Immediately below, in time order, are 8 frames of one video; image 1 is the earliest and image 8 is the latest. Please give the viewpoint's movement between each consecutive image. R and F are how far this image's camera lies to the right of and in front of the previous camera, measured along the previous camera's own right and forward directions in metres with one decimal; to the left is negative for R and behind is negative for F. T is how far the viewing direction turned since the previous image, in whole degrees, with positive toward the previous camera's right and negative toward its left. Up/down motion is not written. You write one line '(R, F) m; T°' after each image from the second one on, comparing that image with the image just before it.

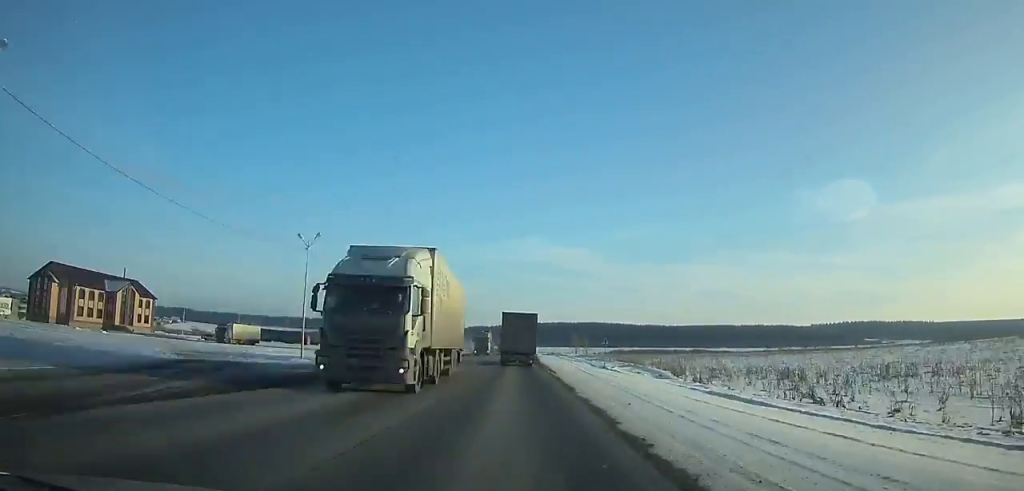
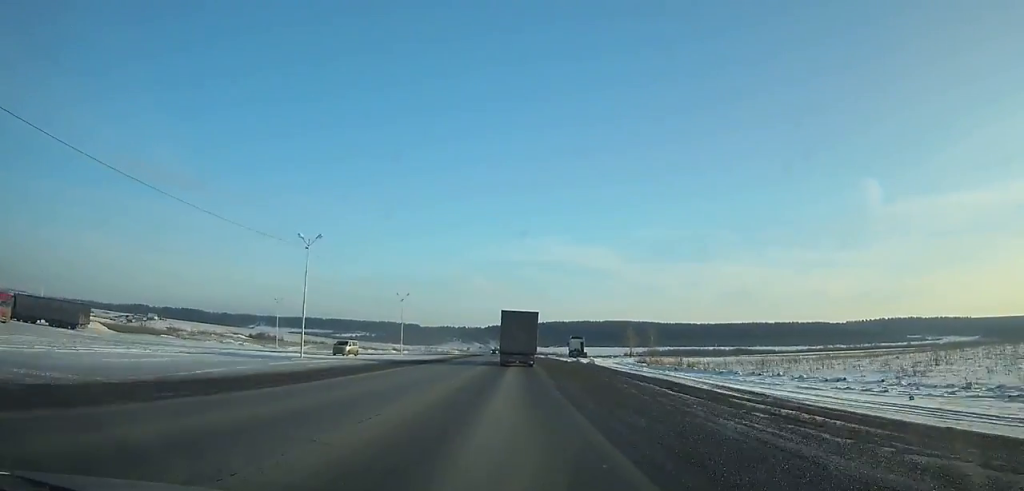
(-1.8, +125.2) m; -1°
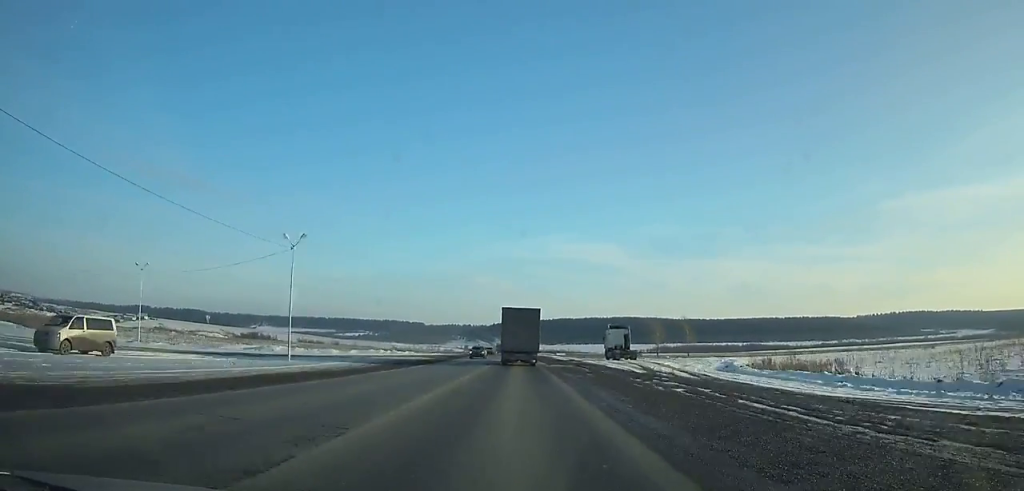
(-0.1, +39.0) m; 0°
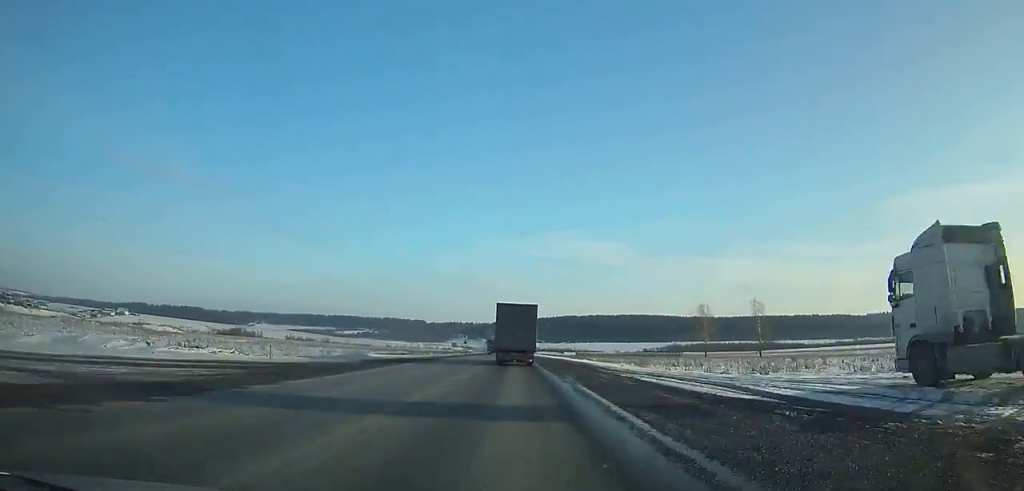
(-0.4, +51.7) m; -1°
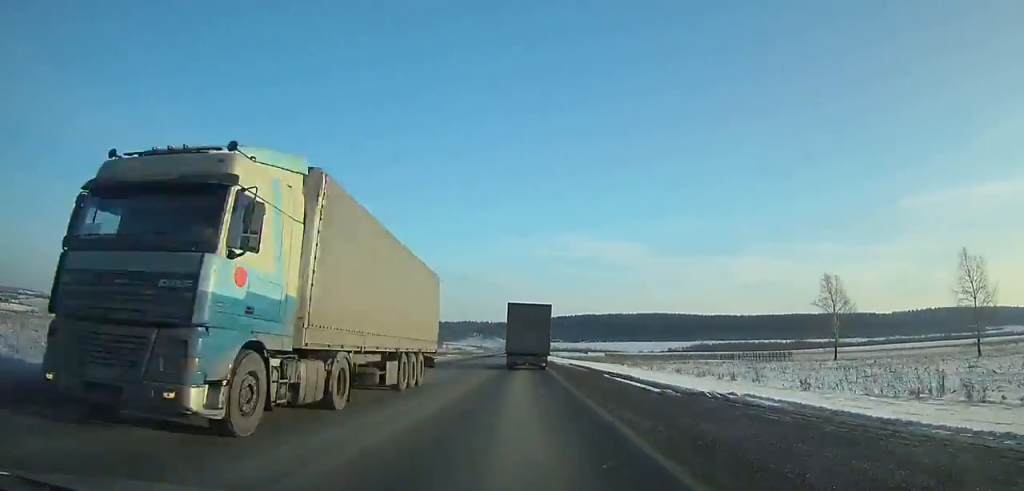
(-0.4, +62.6) m; -1°
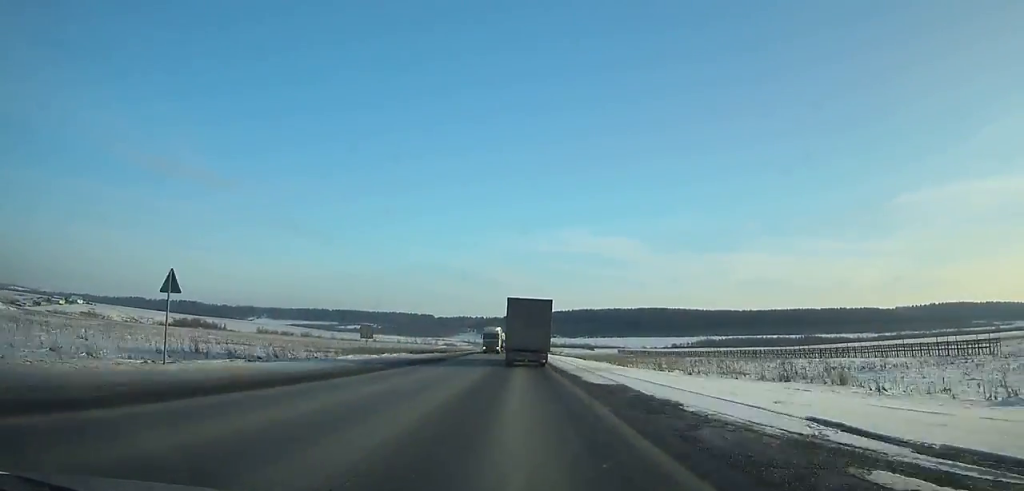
(-0.3, +56.5) m; 0°
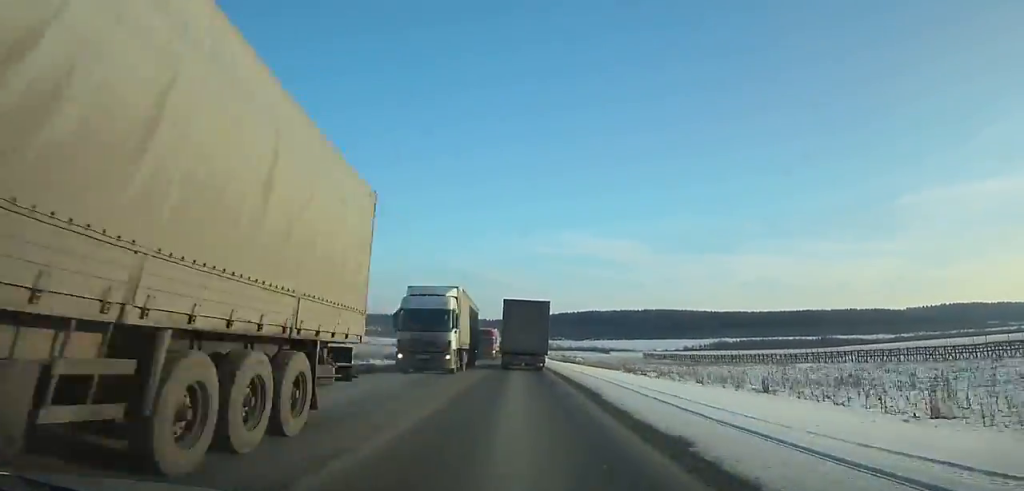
(-0.2, +49.6) m; 0°
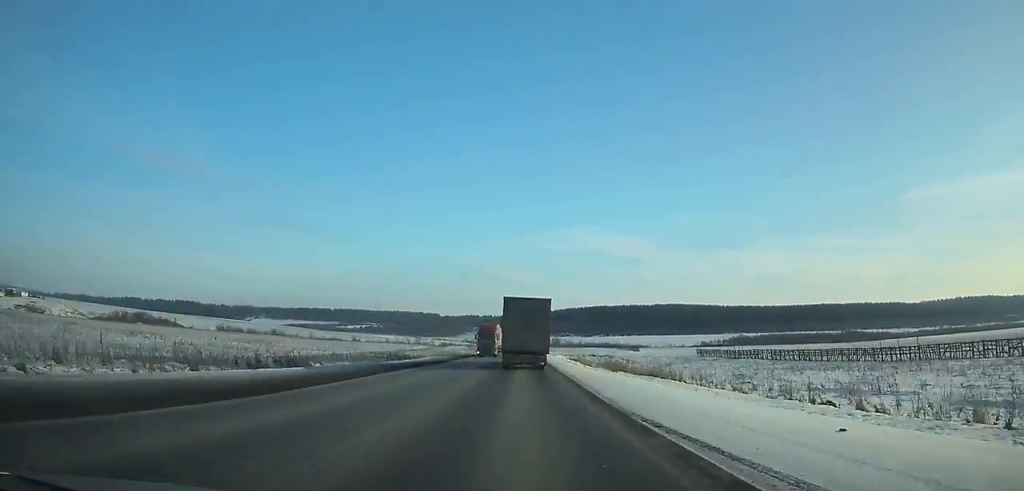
(-0.4, +60.3) m; 0°
